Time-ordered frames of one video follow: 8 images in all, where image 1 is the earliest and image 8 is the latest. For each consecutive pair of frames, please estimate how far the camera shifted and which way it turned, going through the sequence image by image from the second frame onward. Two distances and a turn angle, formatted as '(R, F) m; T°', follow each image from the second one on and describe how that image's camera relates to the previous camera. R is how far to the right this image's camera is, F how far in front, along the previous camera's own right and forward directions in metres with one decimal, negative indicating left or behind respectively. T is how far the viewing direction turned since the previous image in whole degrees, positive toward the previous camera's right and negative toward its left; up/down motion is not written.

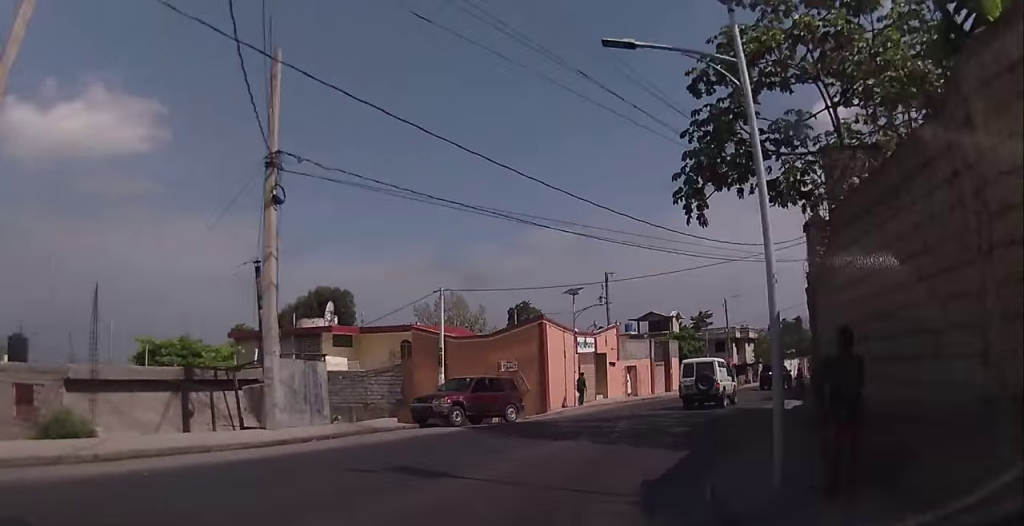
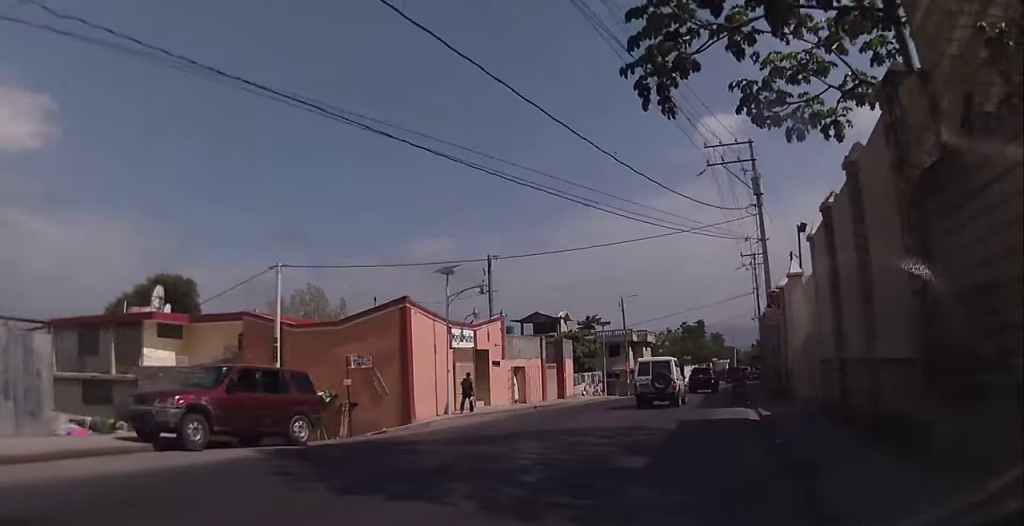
(-0.1, +8.4) m; +7°
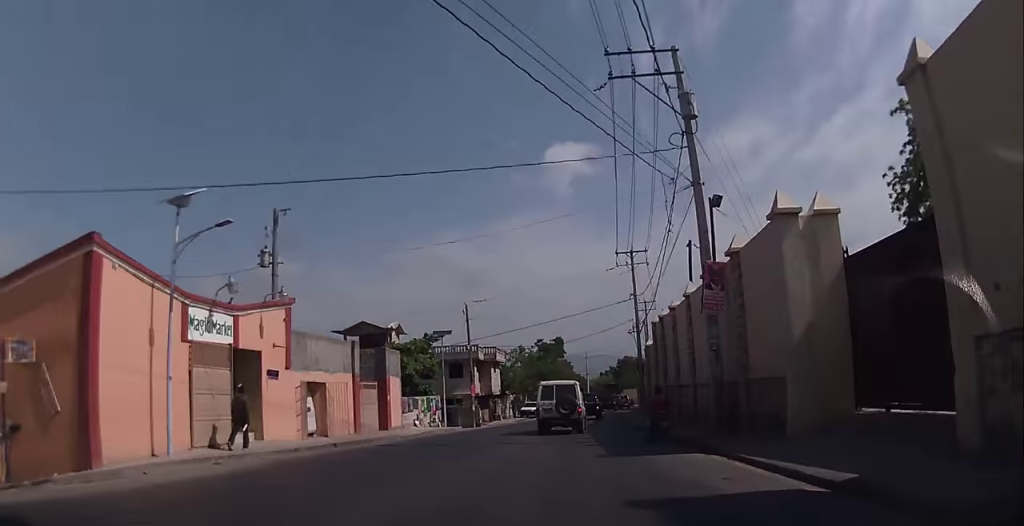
(+2.0, +11.6) m; +17°
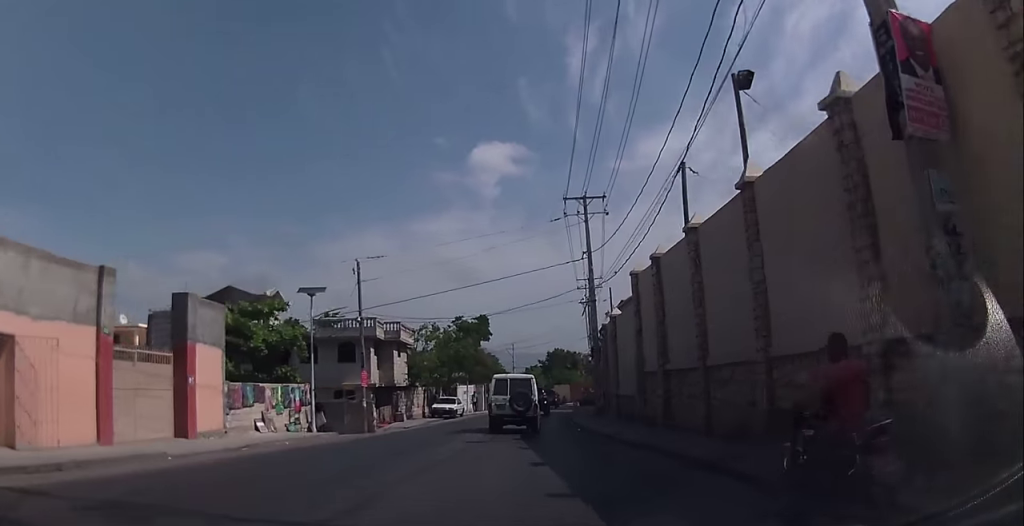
(+1.7, +13.6) m; +7°
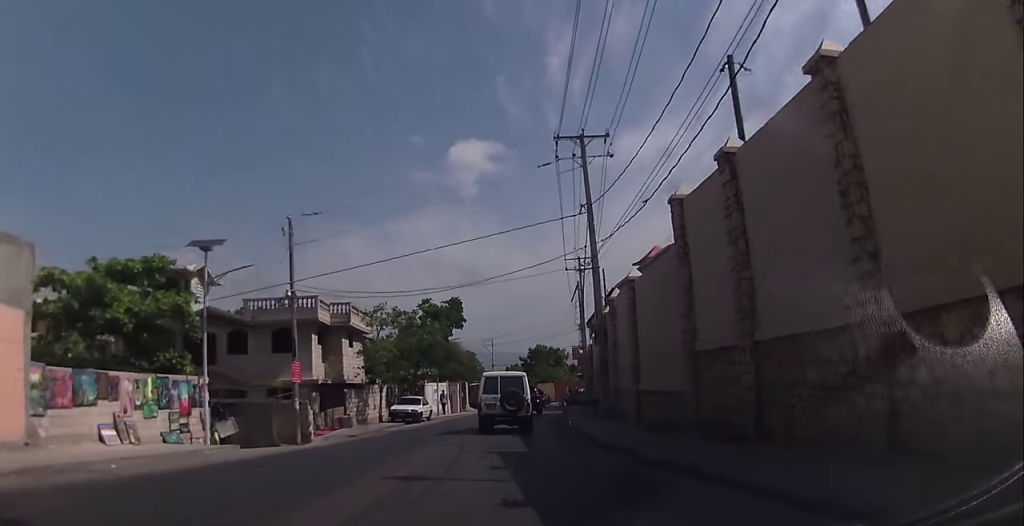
(0.0, +8.3) m; +1°
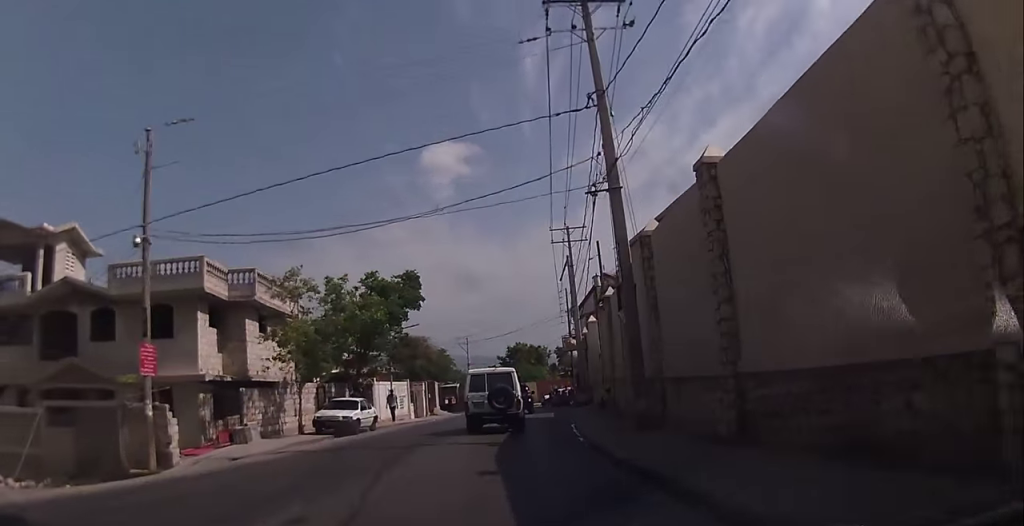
(+0.2, +10.2) m; +3°
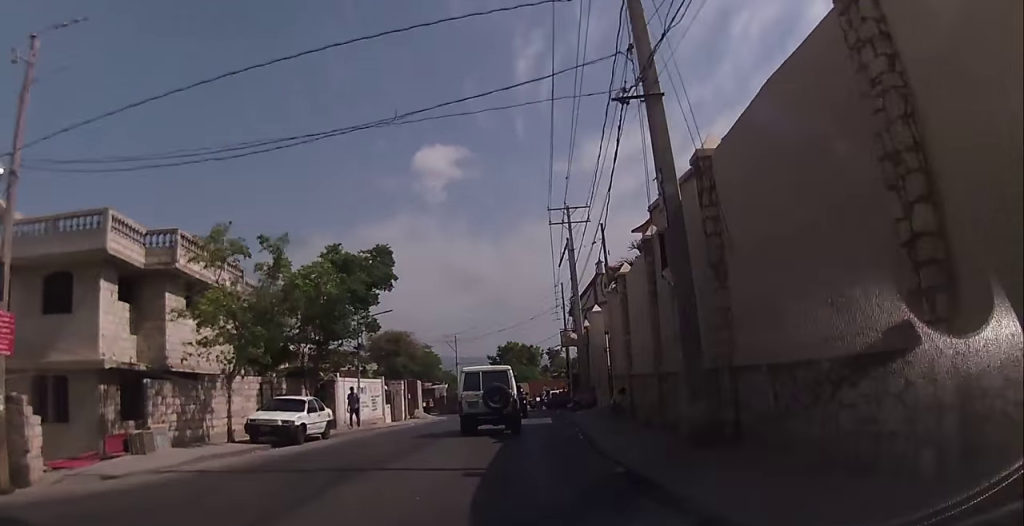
(+0.2, +5.4) m; +1°
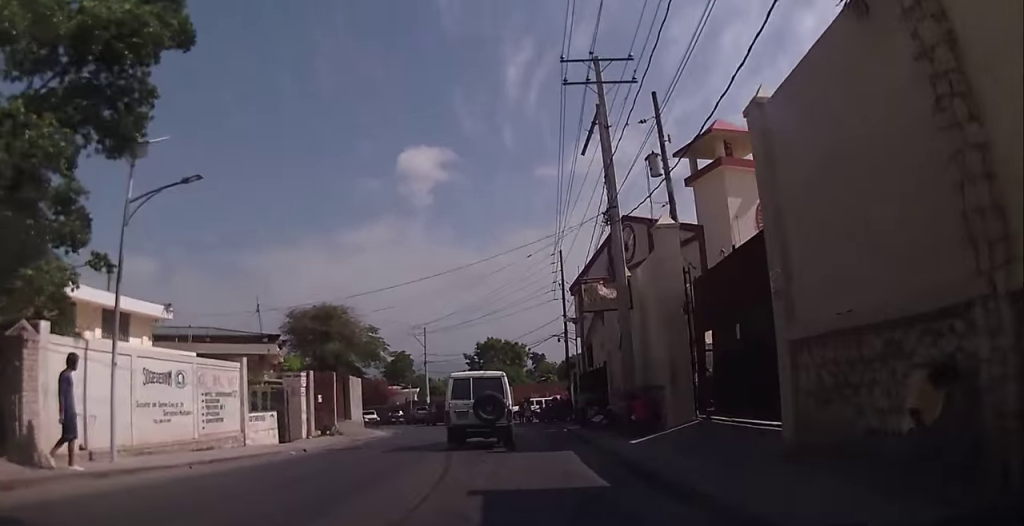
(-0.1, +18.7) m; +1°
